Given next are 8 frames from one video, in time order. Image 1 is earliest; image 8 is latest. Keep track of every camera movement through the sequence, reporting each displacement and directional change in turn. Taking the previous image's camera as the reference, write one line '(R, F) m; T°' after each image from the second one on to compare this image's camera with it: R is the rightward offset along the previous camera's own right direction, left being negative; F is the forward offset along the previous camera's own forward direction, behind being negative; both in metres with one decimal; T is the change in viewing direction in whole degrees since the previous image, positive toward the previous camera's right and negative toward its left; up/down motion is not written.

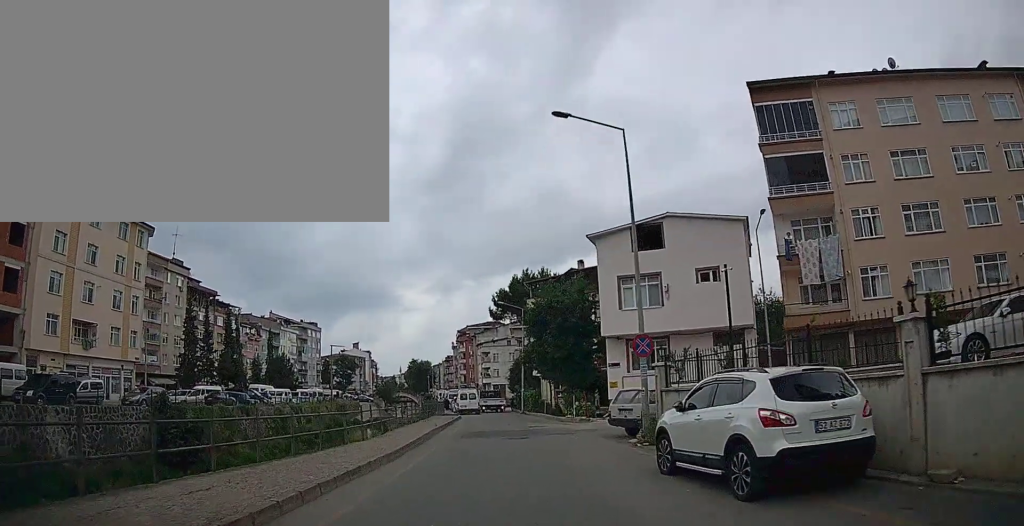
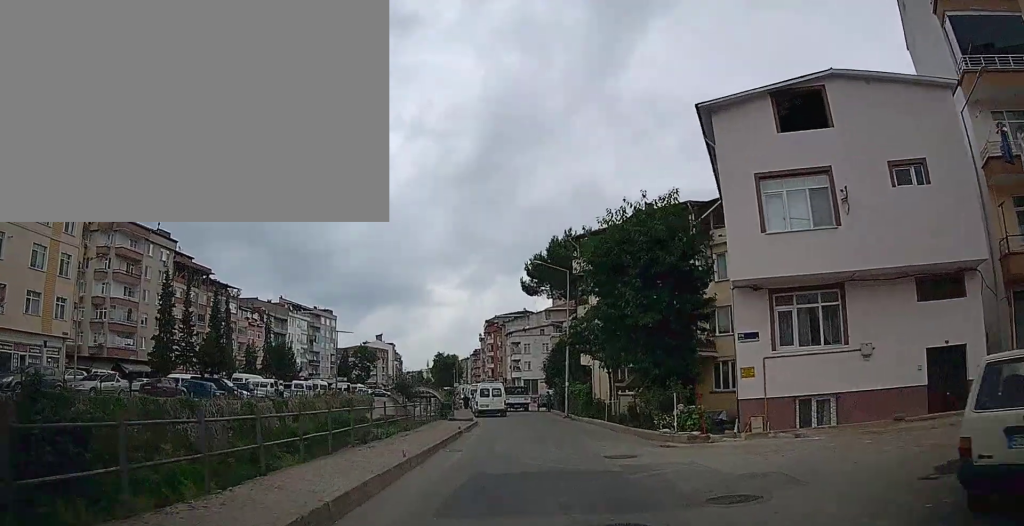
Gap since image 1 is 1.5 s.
(-0.2, +13.4) m; +1°
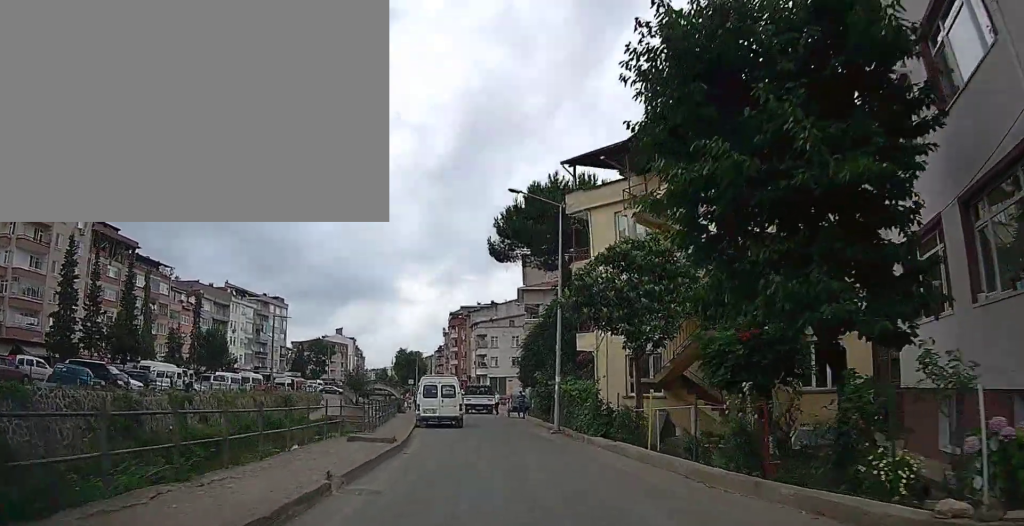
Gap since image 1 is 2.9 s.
(+0.4, +11.8) m; +3°
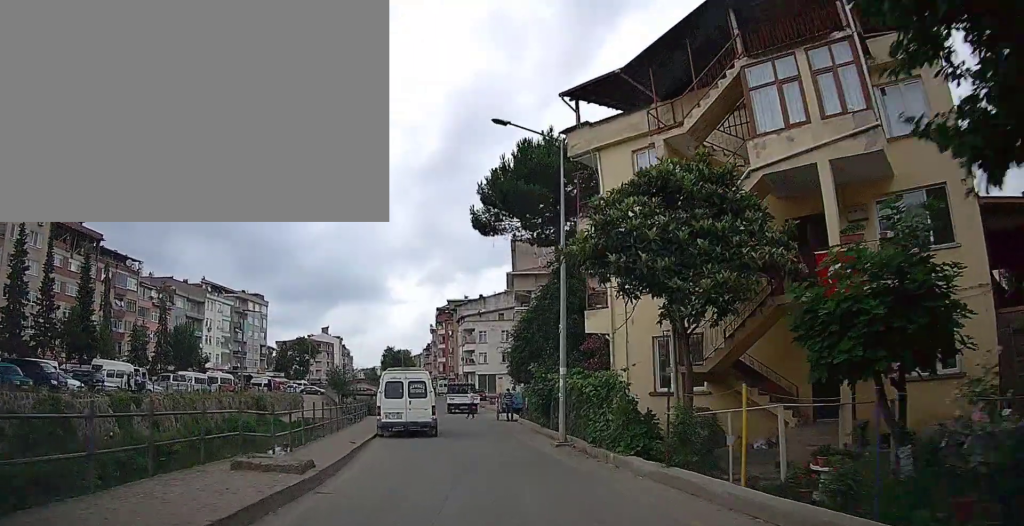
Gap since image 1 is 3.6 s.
(+0.1, +5.5) m; 0°
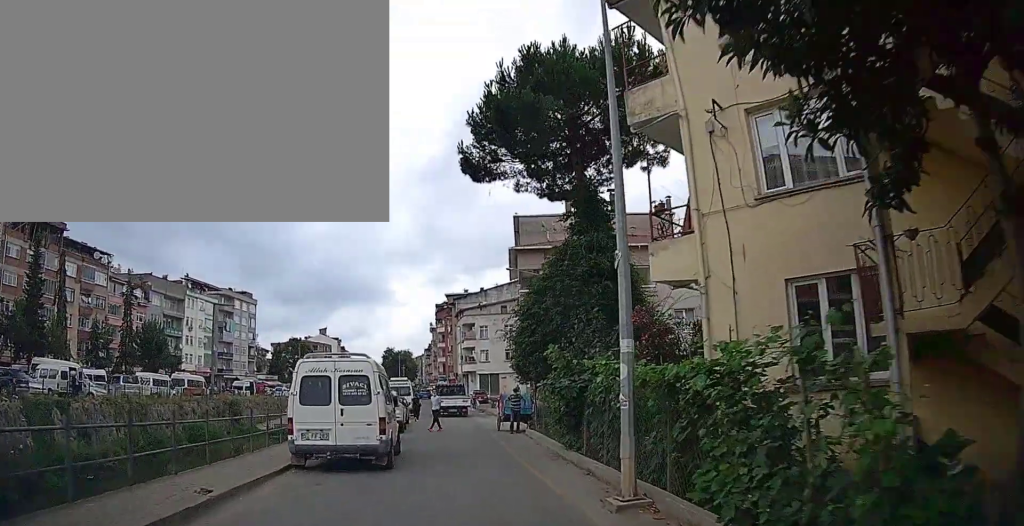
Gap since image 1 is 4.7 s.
(-0.1, +8.1) m; -1°
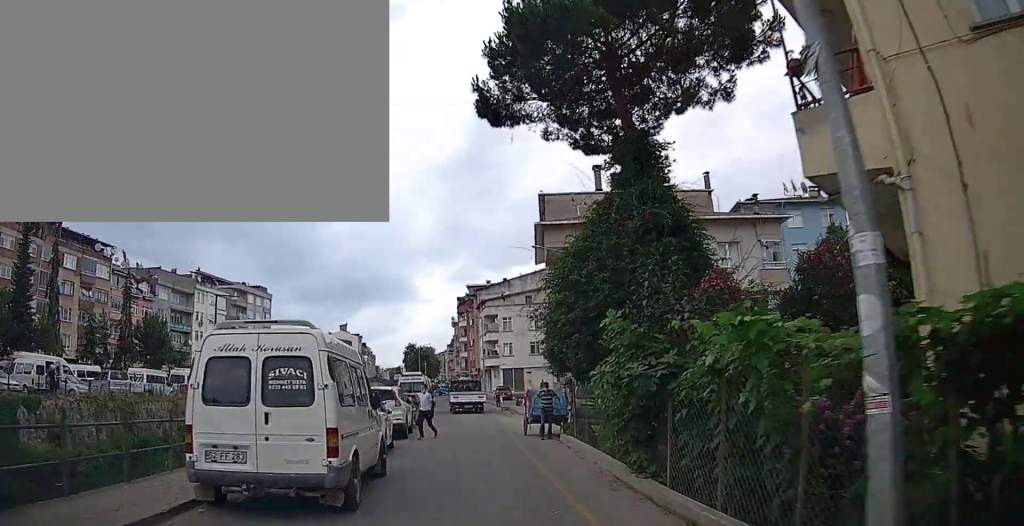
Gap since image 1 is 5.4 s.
(0.0, +4.6) m; -1°
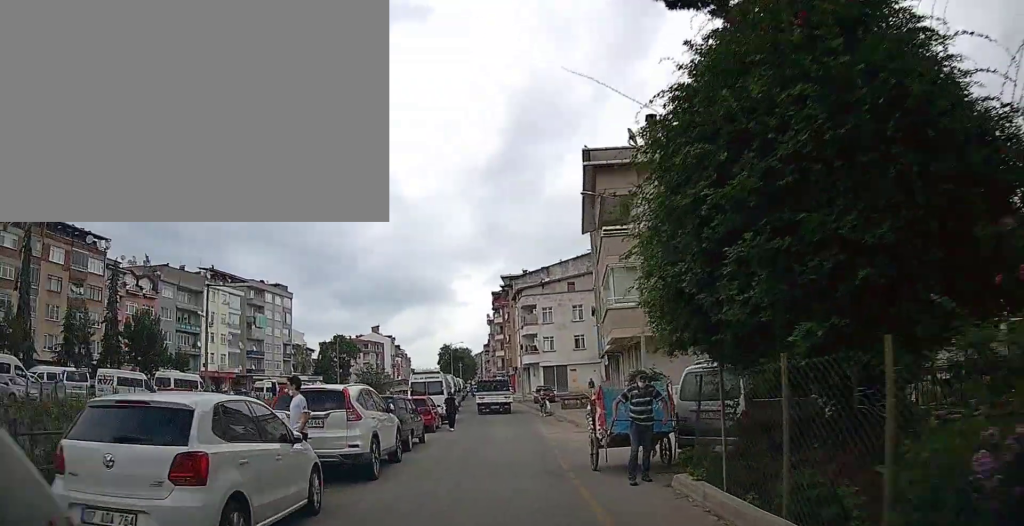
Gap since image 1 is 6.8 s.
(-0.3, +8.0) m; -5°
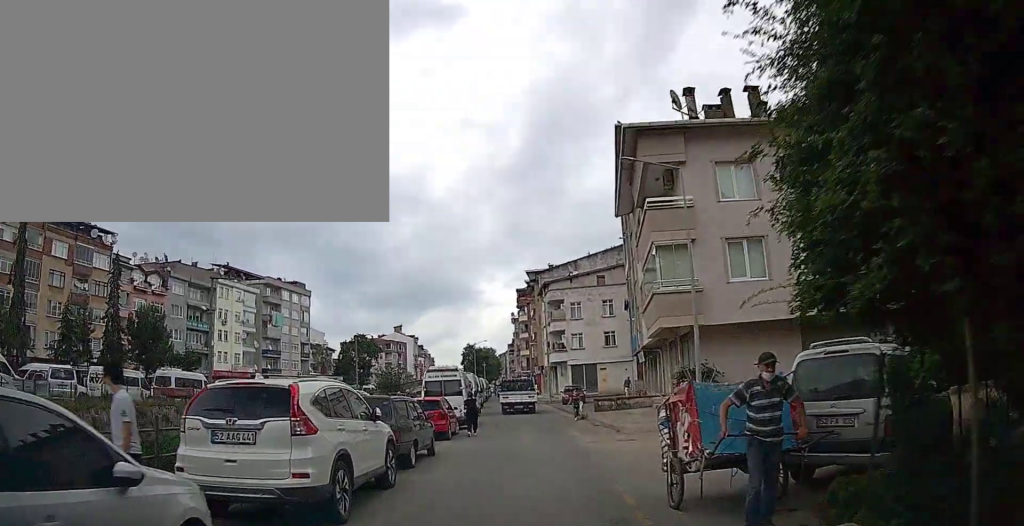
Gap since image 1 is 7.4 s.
(-0.2, +3.6) m; -1°
